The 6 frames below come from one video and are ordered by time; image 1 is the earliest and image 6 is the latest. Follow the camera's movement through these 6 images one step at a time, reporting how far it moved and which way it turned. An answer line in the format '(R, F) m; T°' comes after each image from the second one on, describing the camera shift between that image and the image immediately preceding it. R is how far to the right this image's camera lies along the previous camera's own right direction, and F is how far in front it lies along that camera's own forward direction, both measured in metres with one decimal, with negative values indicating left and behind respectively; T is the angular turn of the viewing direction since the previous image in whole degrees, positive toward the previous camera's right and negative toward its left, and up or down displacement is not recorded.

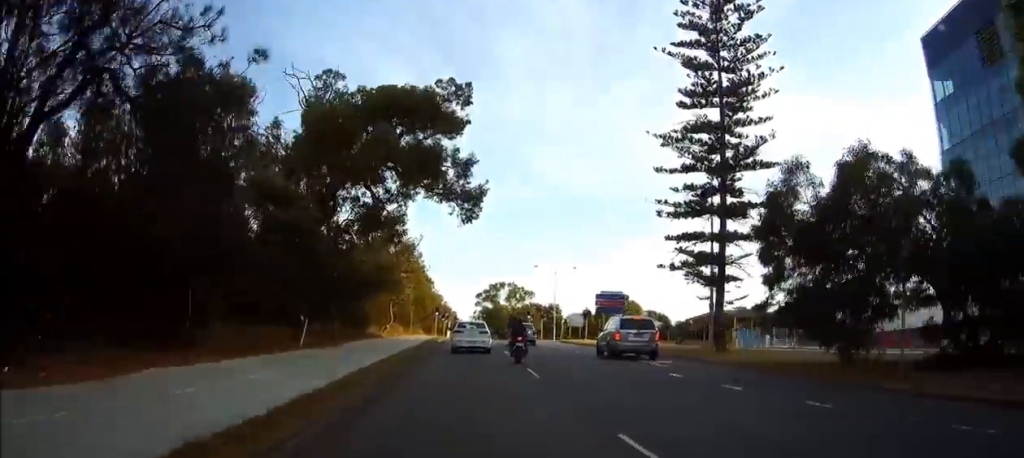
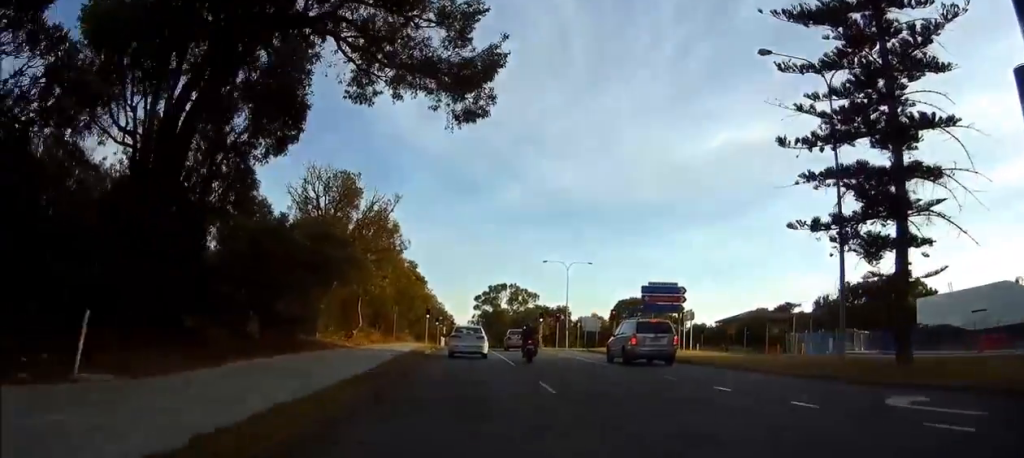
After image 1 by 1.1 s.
(-0.1, +15.5) m; 0°
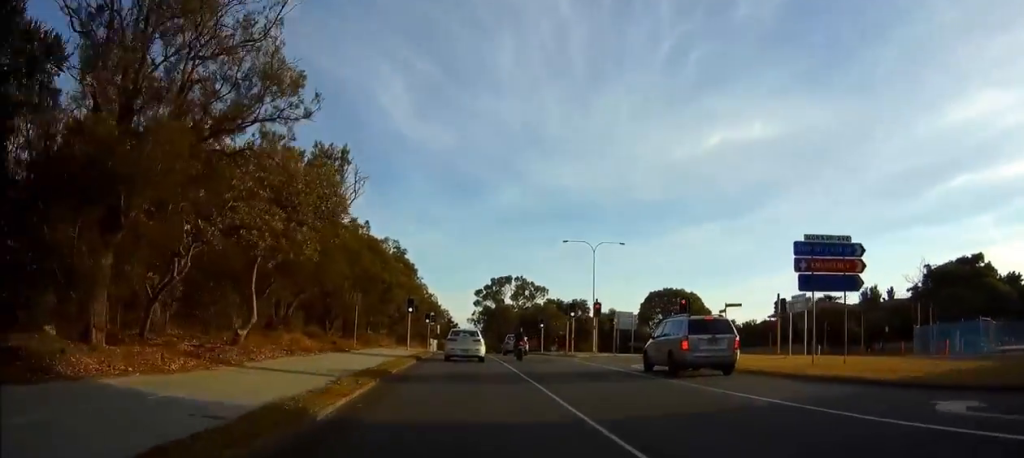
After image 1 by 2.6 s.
(+0.2, +19.9) m; +1°
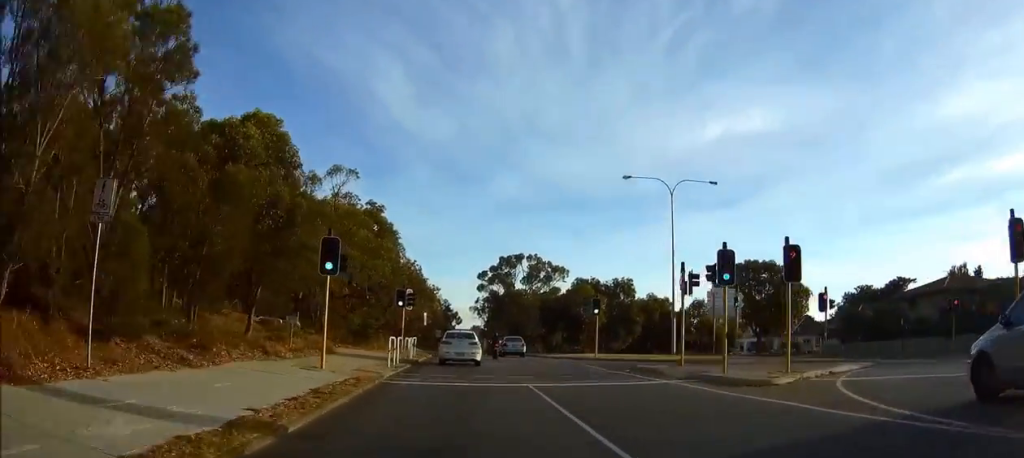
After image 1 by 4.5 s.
(-0.3, +27.9) m; -2°
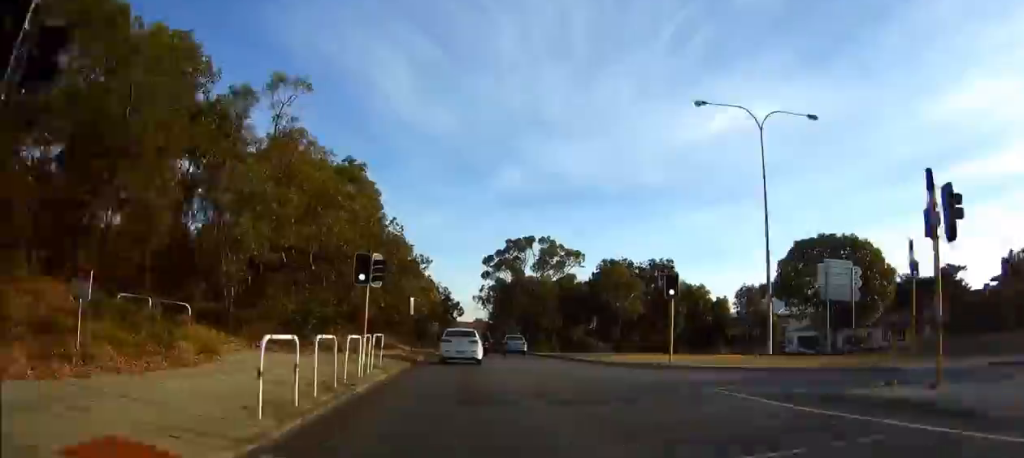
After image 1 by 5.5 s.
(0.0, +15.0) m; 0°
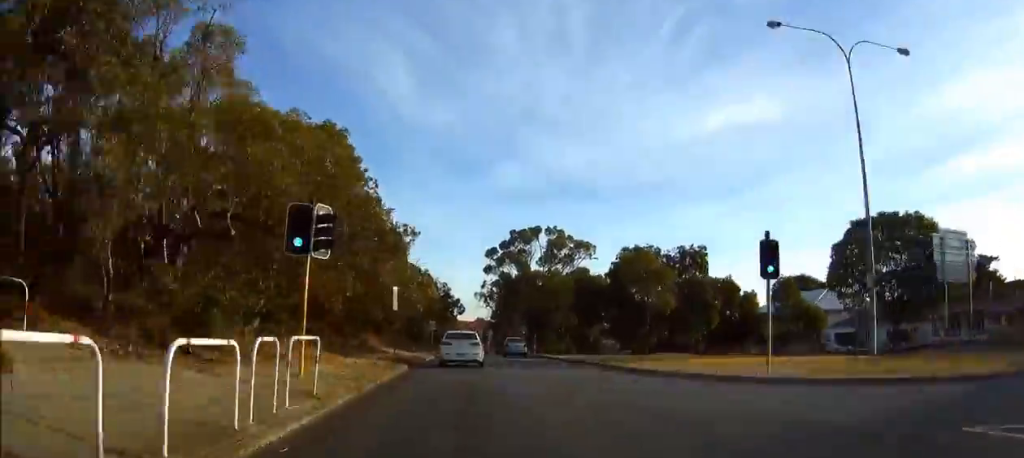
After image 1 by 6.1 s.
(0.0, +9.1) m; 0°
